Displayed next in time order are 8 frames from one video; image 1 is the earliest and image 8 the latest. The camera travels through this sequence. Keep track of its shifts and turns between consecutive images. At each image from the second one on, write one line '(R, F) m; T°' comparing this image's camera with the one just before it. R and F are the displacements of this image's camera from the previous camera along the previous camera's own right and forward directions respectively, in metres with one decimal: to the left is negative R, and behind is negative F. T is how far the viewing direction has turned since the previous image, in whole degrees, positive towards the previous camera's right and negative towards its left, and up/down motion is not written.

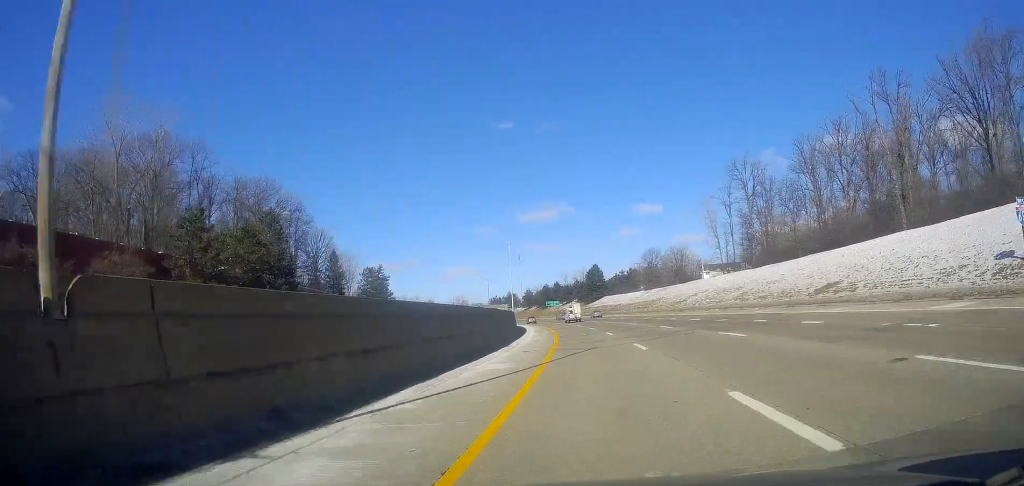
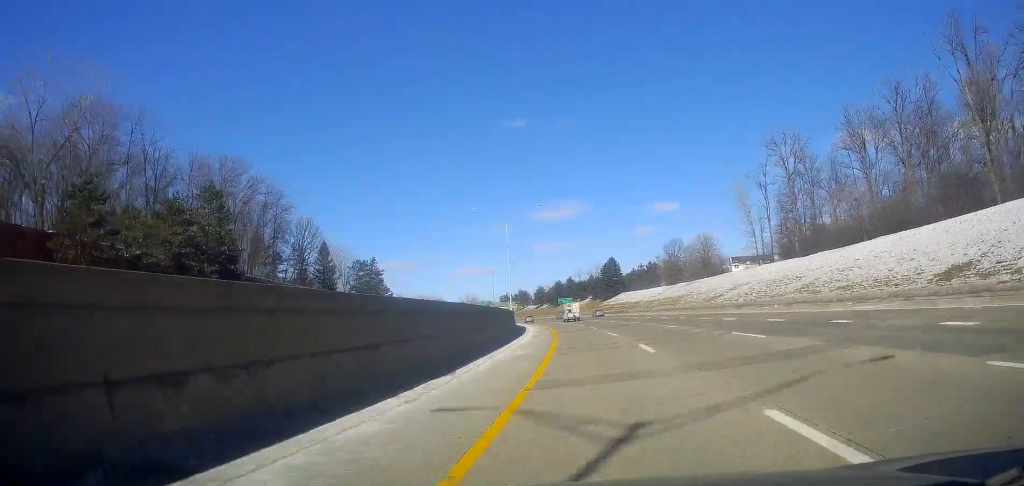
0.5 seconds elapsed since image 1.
(0.0, +17.2) m; -2°
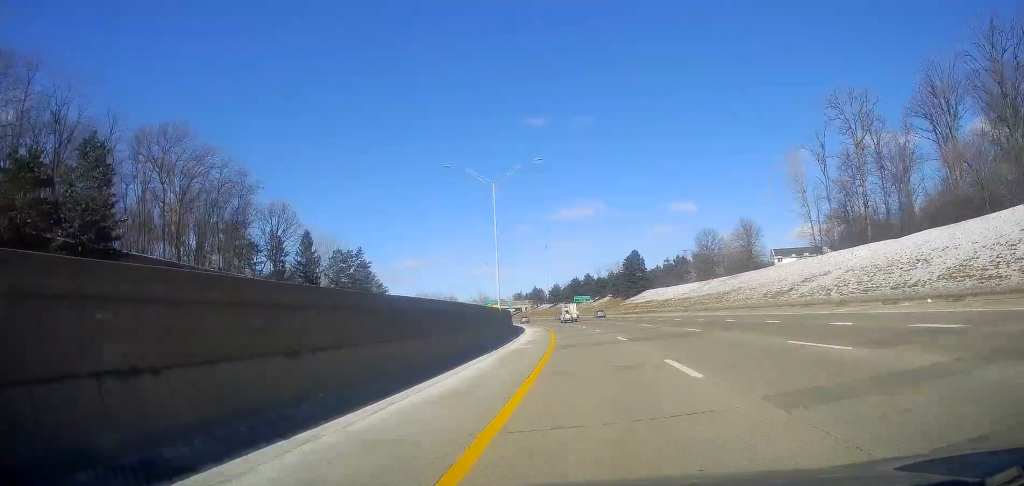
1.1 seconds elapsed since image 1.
(-0.7, +21.7) m; -2°
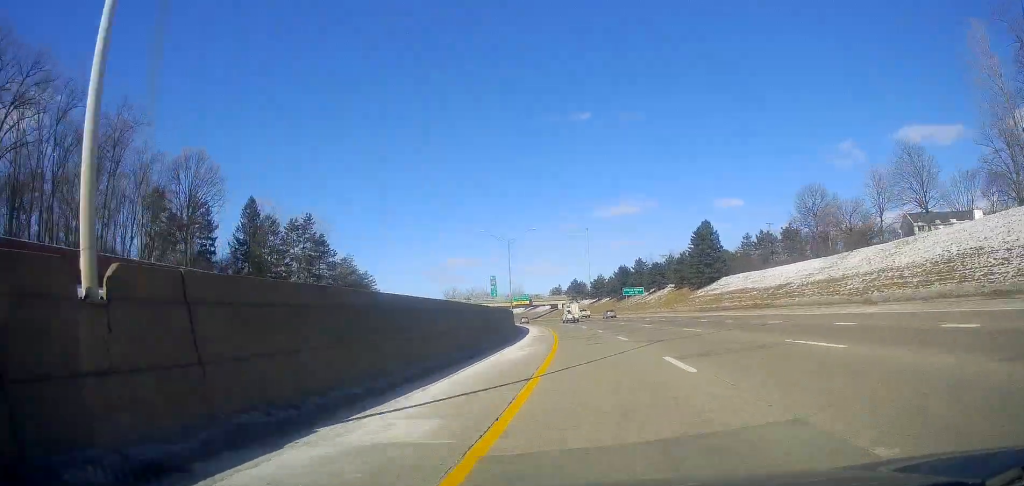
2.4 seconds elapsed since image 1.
(-1.5, +44.4) m; -4°
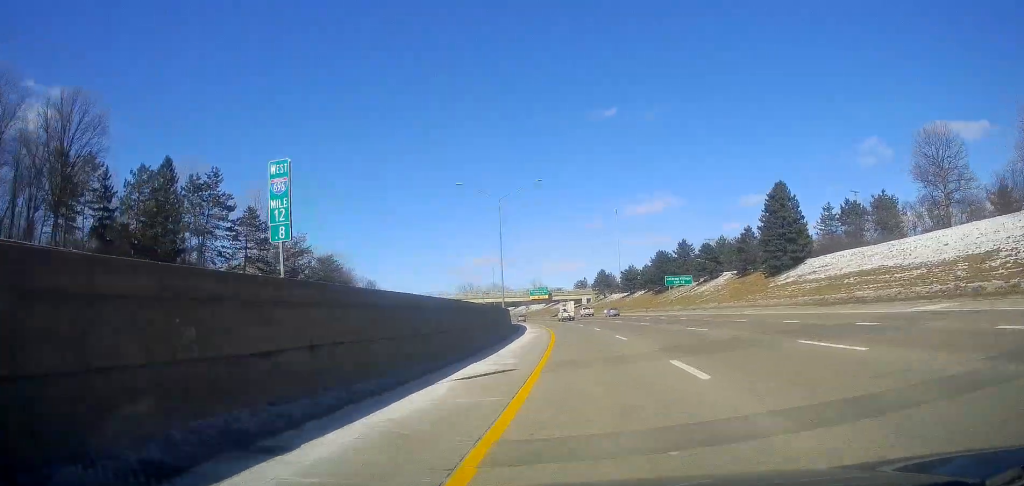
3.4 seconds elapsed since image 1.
(-0.5, +31.8) m; -2°
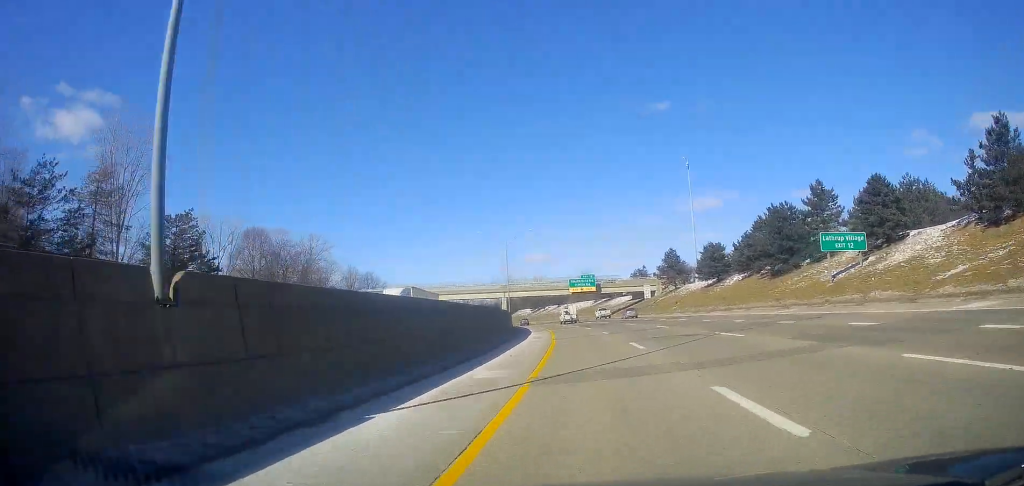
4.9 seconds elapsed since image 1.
(-2.1, +51.0) m; -5°
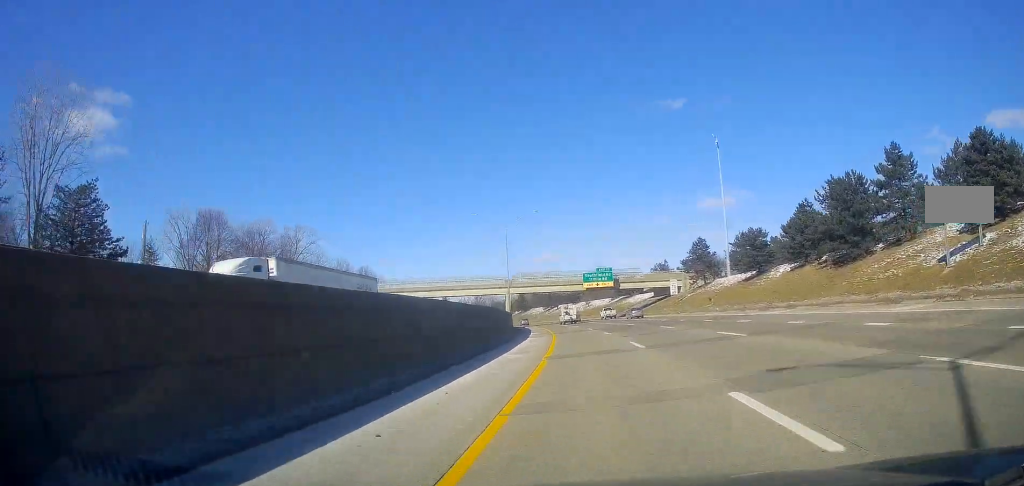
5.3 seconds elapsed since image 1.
(-0.4, +15.9) m; -2°
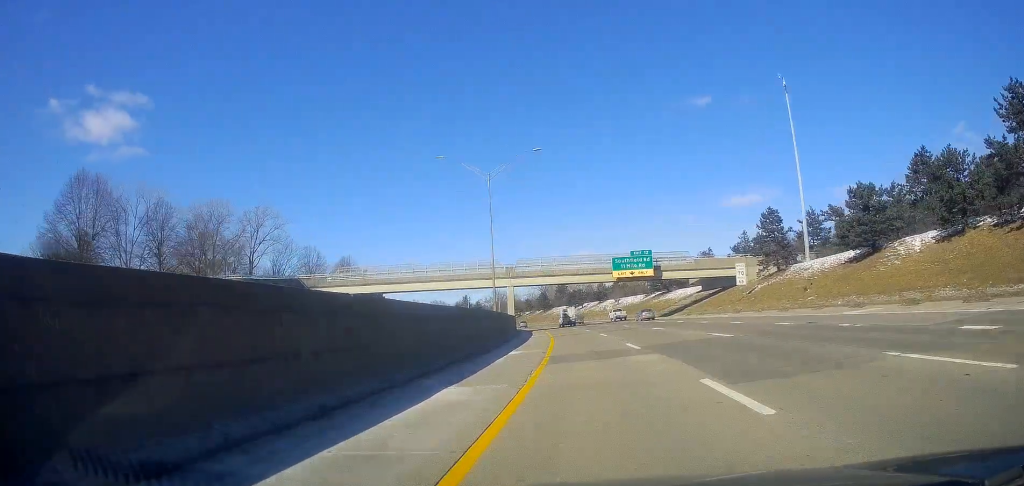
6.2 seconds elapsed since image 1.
(-0.7, +28.3) m; -3°
